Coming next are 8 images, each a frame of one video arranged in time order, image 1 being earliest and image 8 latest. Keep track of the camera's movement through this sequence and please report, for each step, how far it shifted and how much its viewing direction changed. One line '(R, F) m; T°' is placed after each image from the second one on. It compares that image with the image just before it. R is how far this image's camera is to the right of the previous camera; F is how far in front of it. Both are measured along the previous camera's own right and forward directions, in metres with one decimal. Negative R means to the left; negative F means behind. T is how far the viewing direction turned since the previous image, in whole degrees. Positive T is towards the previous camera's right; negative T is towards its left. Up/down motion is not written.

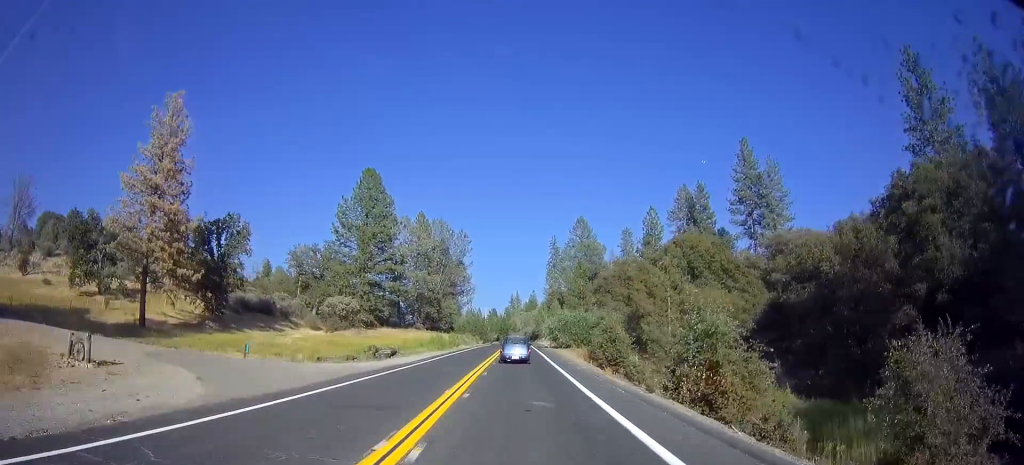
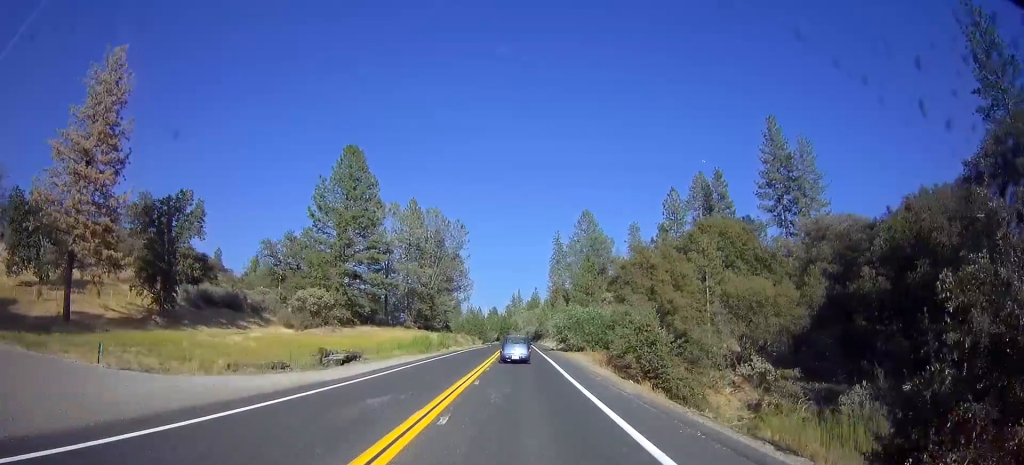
(+0.1, +11.8) m; 0°
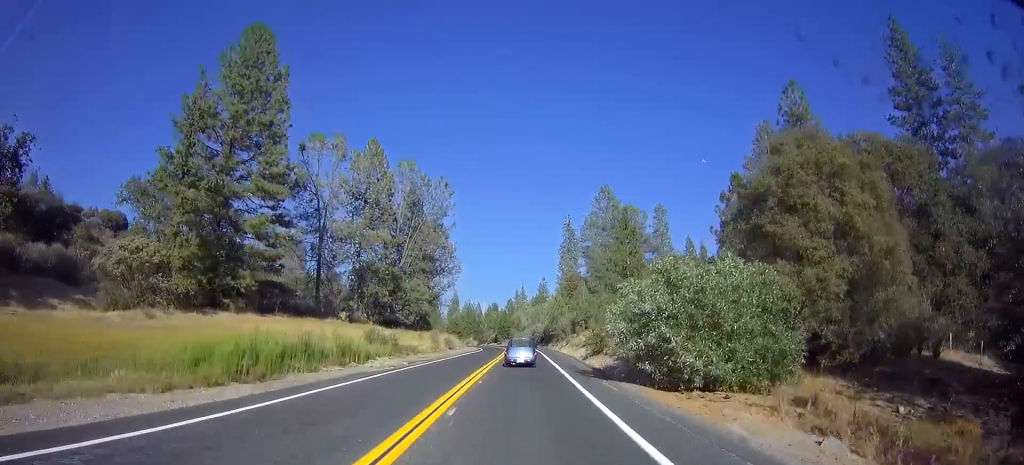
(+0.4, +35.8) m; +1°
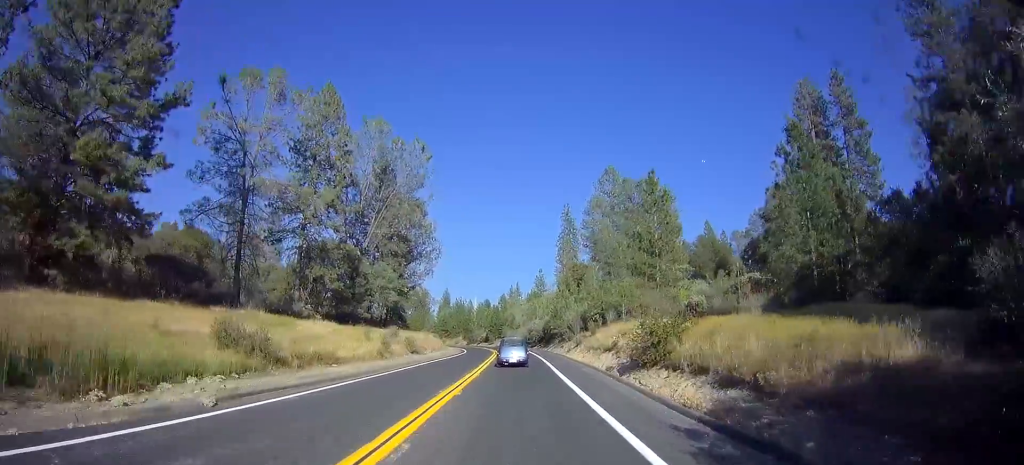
(0.0, +18.4) m; 0°
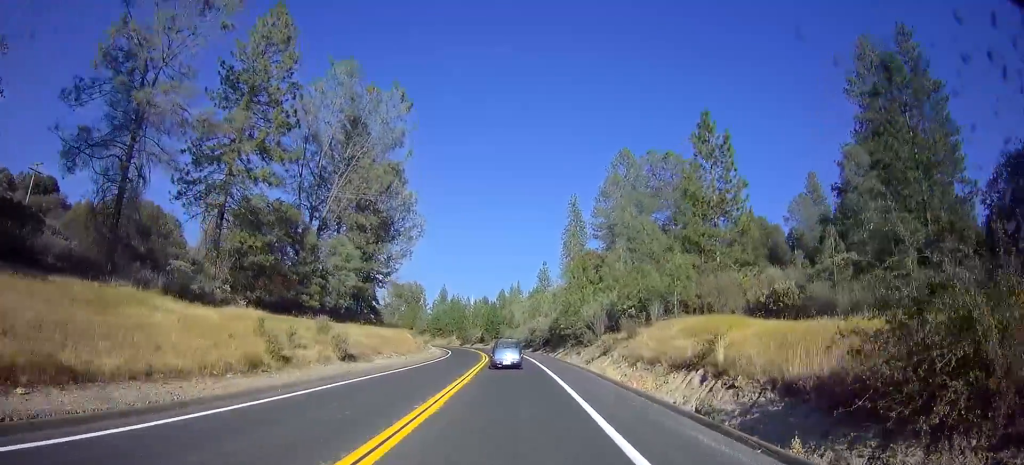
(-0.2, +17.0) m; -1°
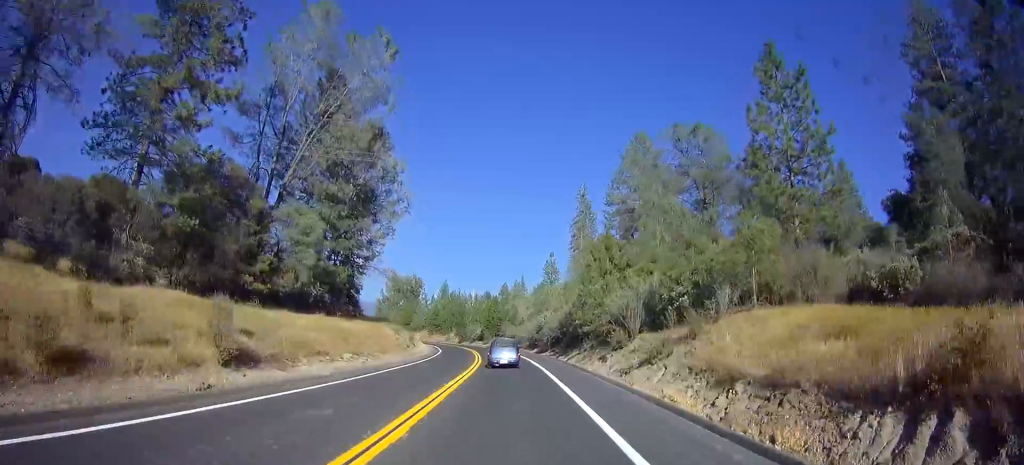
(0.0, +11.3) m; 0°
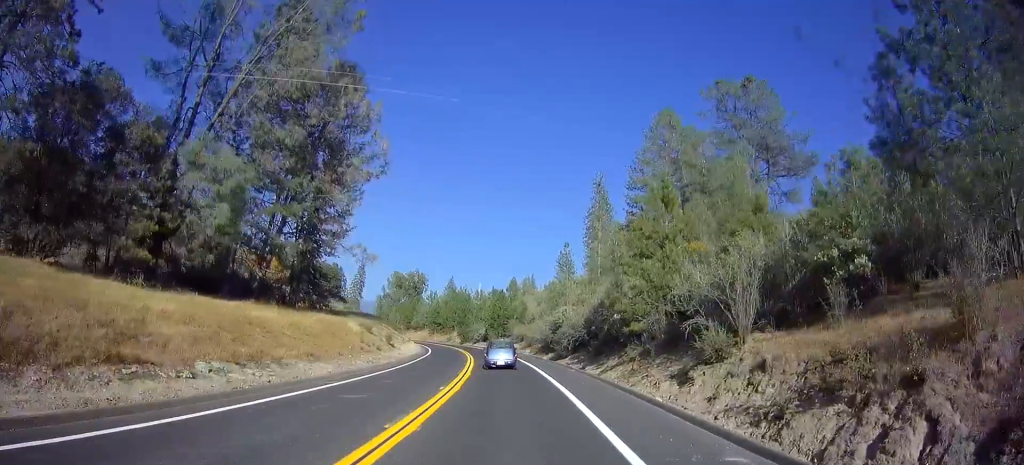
(0.0, +14.1) m; -1°
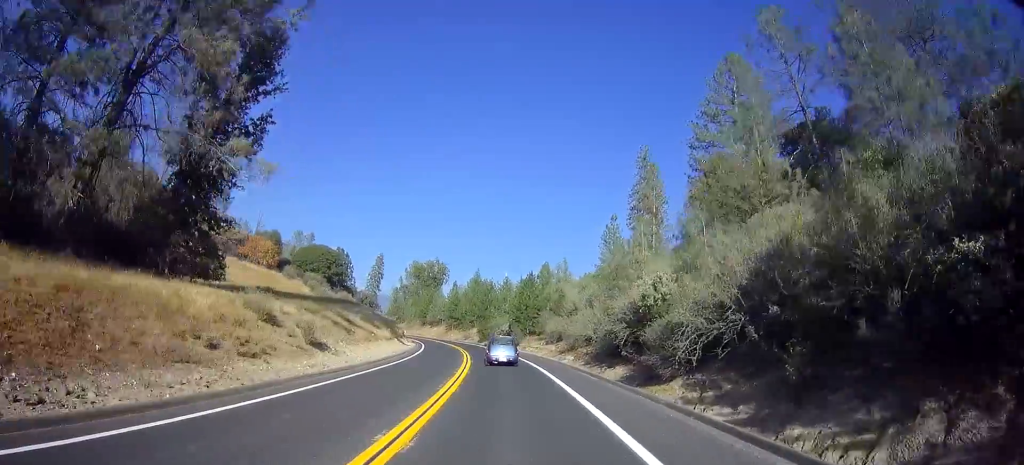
(-0.3, +23.0) m; -3°
